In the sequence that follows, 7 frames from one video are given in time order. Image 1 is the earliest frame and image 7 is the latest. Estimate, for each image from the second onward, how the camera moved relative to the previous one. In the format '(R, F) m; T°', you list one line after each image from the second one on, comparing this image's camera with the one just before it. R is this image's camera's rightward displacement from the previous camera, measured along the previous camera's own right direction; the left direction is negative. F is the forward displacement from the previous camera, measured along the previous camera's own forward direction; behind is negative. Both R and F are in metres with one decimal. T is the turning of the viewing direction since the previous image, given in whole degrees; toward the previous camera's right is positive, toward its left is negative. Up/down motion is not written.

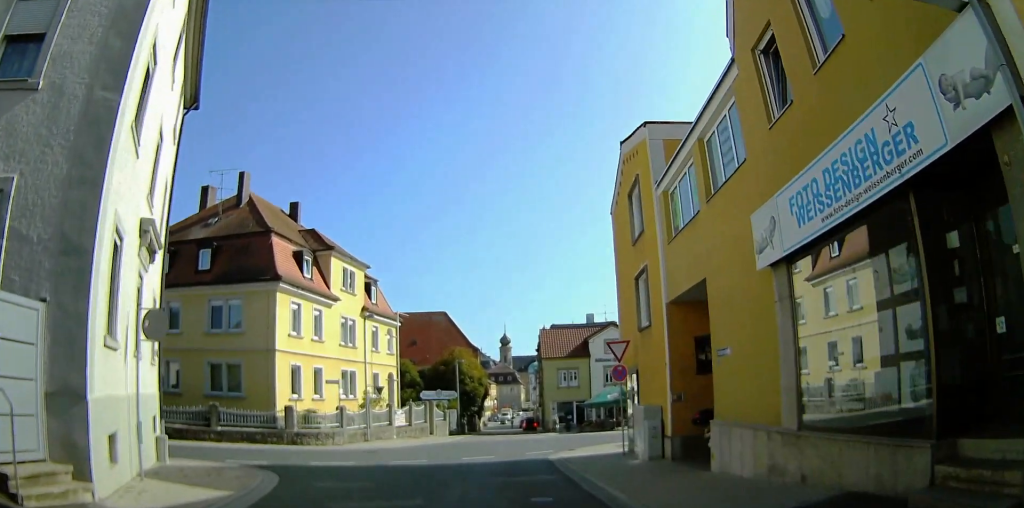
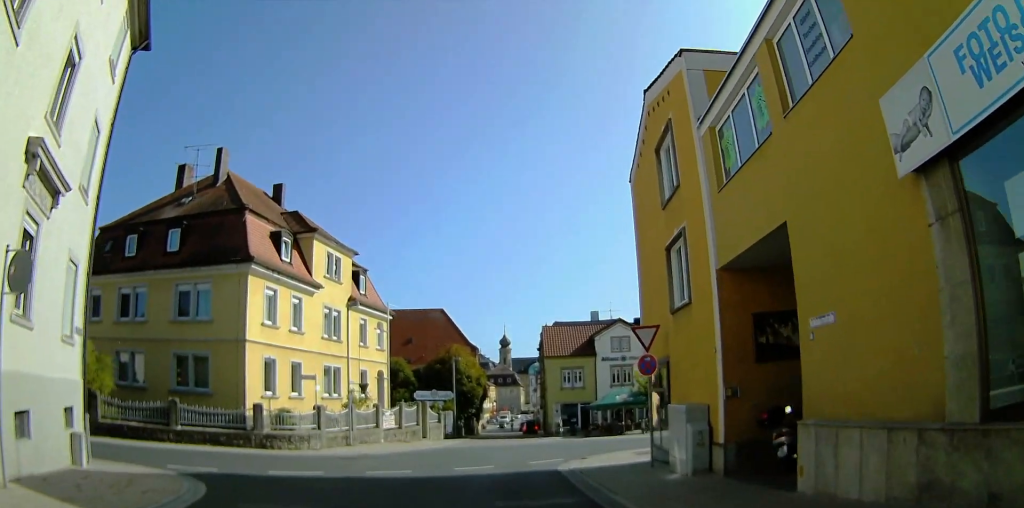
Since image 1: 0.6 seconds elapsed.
(0.0, +3.6) m; 0°
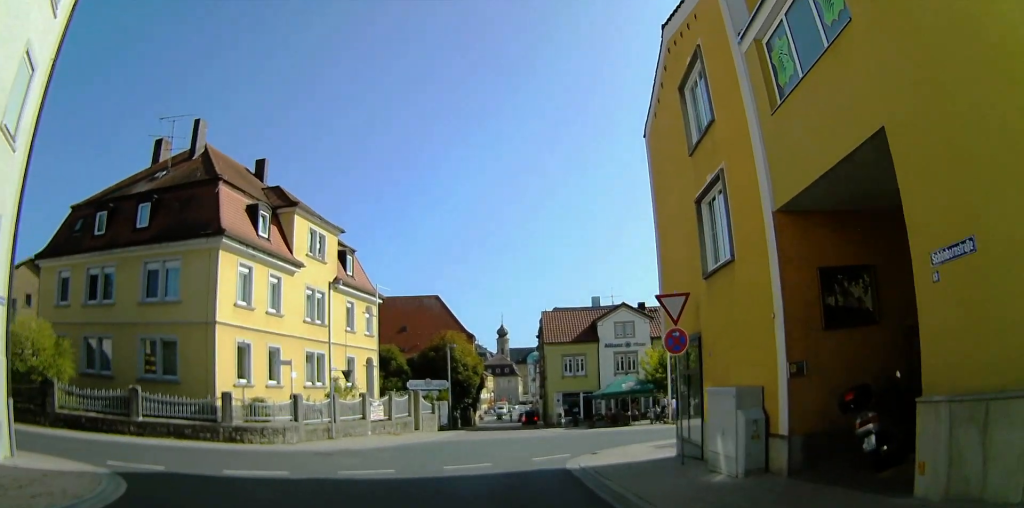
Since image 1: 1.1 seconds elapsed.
(0.0, +2.6) m; 0°
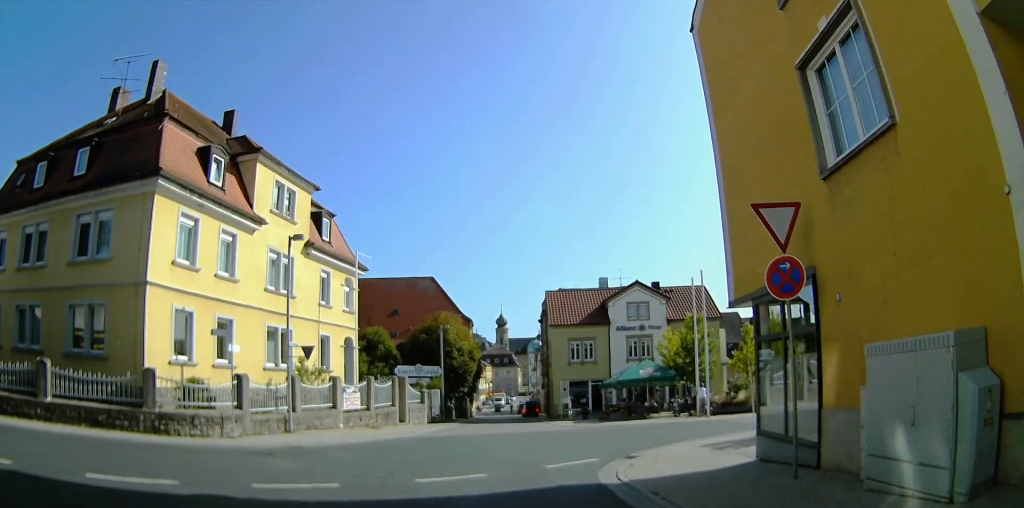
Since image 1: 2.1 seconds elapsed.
(0.0, +4.9) m; 0°
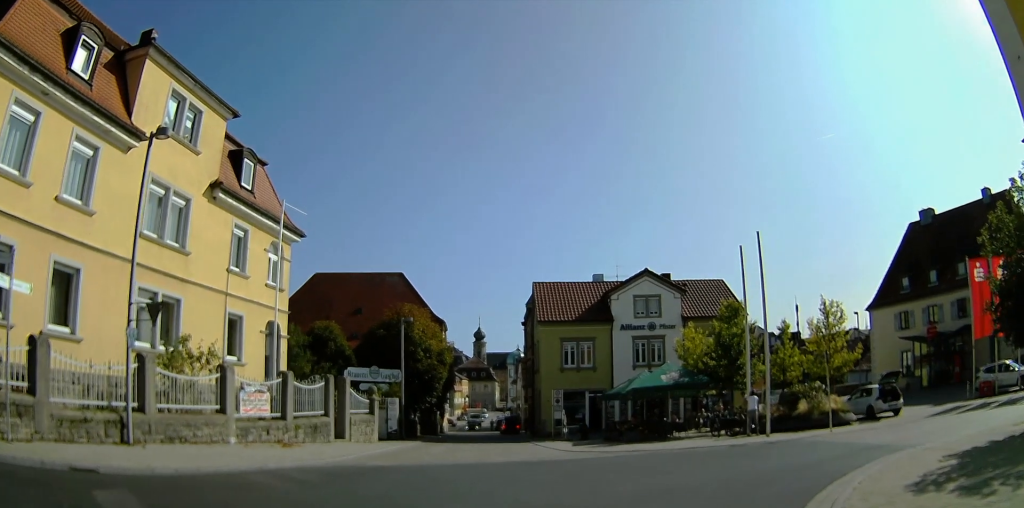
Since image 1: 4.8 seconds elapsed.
(-0.2, +9.8) m; -5°
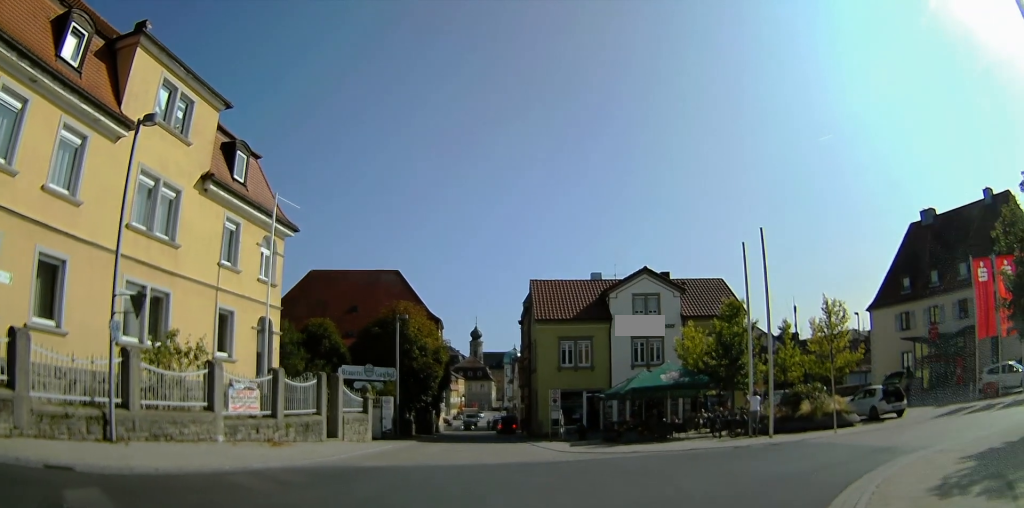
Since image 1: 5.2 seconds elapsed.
(0.0, +1.0) m; 0°
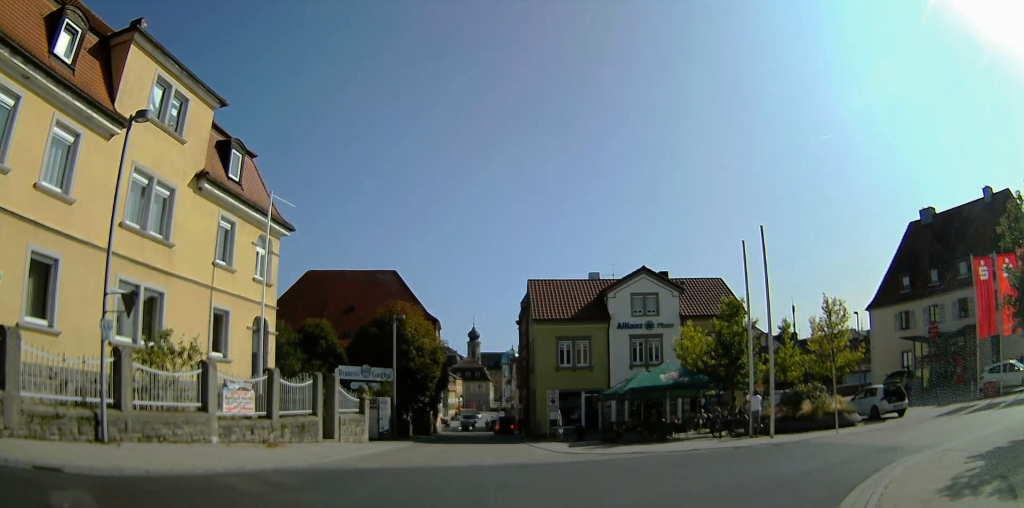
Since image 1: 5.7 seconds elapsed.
(0.0, +1.0) m; 0°
